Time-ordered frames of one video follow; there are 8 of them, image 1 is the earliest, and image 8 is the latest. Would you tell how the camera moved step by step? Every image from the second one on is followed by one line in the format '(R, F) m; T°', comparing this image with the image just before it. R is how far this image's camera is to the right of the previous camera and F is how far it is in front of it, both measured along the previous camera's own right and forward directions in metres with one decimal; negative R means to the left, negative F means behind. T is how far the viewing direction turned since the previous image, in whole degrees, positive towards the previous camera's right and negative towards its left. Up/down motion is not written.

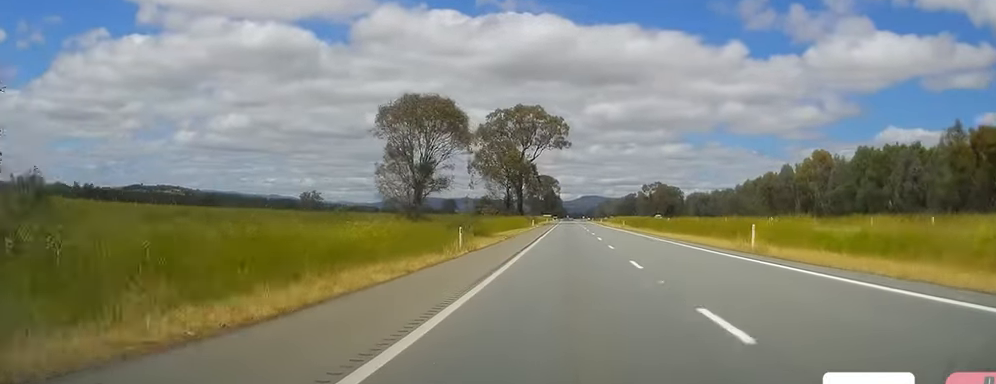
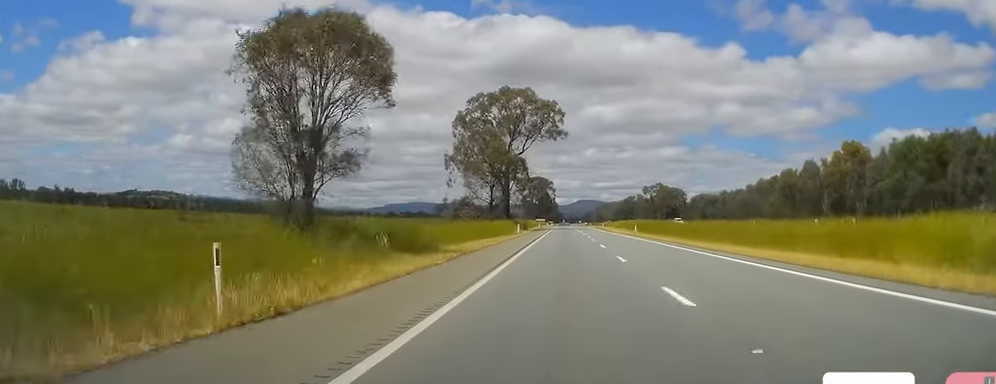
(-0.1, +20.1) m; 0°
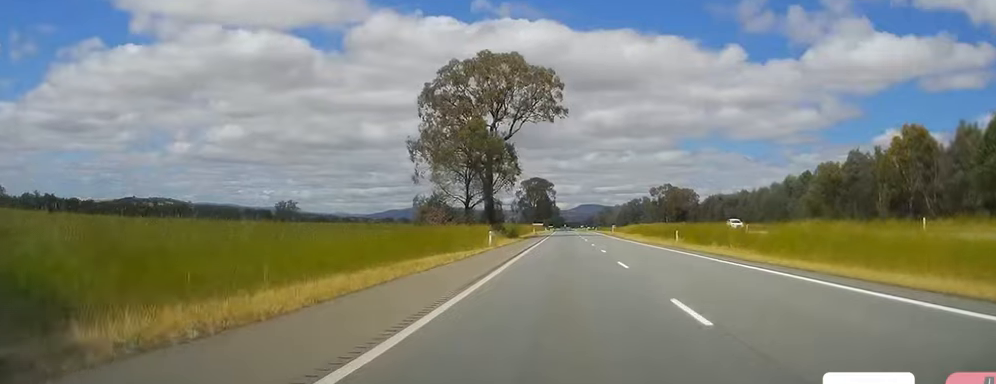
(+0.6, +25.8) m; -1°
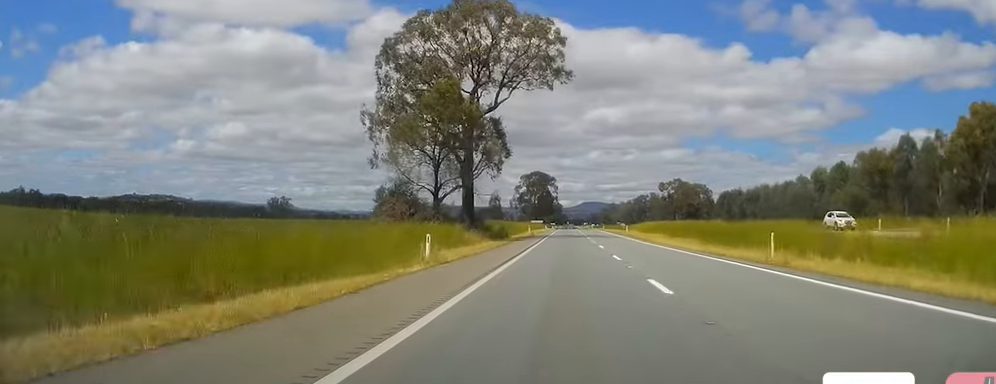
(-0.7, +20.0) m; 0°
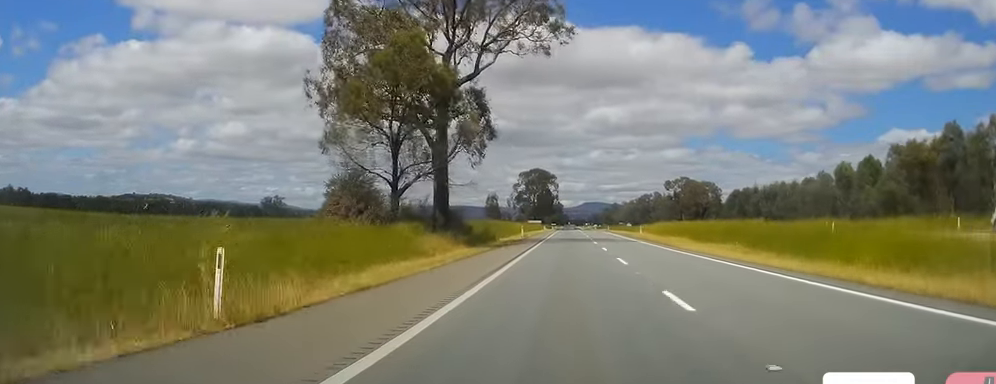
(0.0, +14.3) m; +1°
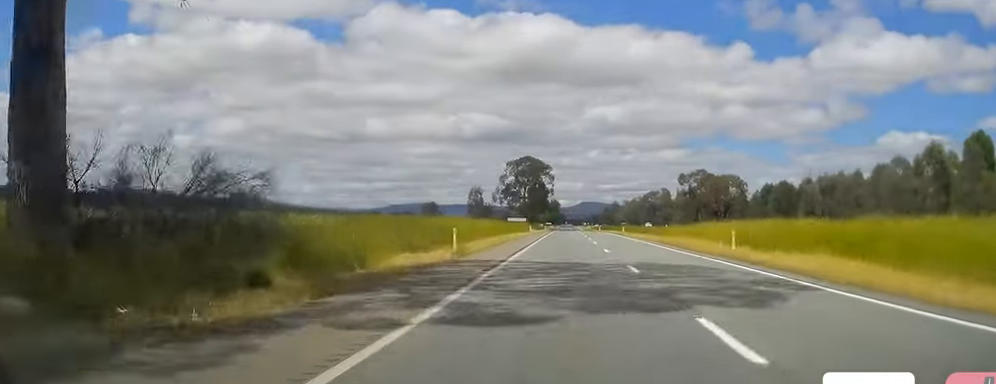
(+1.4, +40.2) m; +1°
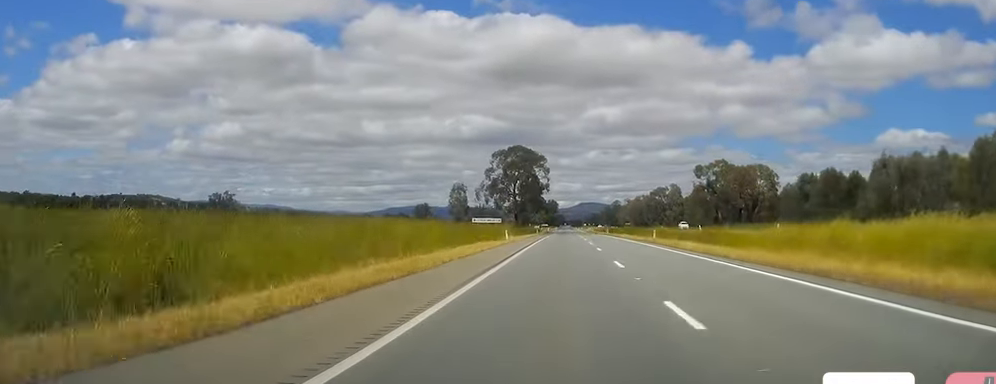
(-0.9, +33.5) m; -2°
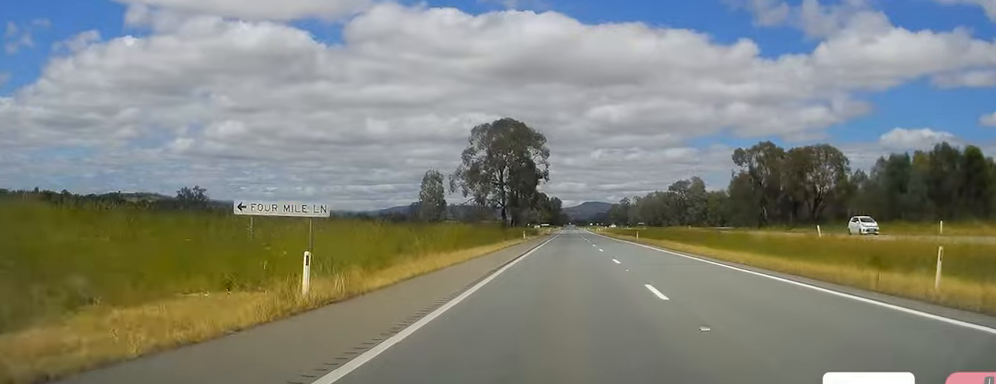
(+0.7, +44.0) m; +1°
